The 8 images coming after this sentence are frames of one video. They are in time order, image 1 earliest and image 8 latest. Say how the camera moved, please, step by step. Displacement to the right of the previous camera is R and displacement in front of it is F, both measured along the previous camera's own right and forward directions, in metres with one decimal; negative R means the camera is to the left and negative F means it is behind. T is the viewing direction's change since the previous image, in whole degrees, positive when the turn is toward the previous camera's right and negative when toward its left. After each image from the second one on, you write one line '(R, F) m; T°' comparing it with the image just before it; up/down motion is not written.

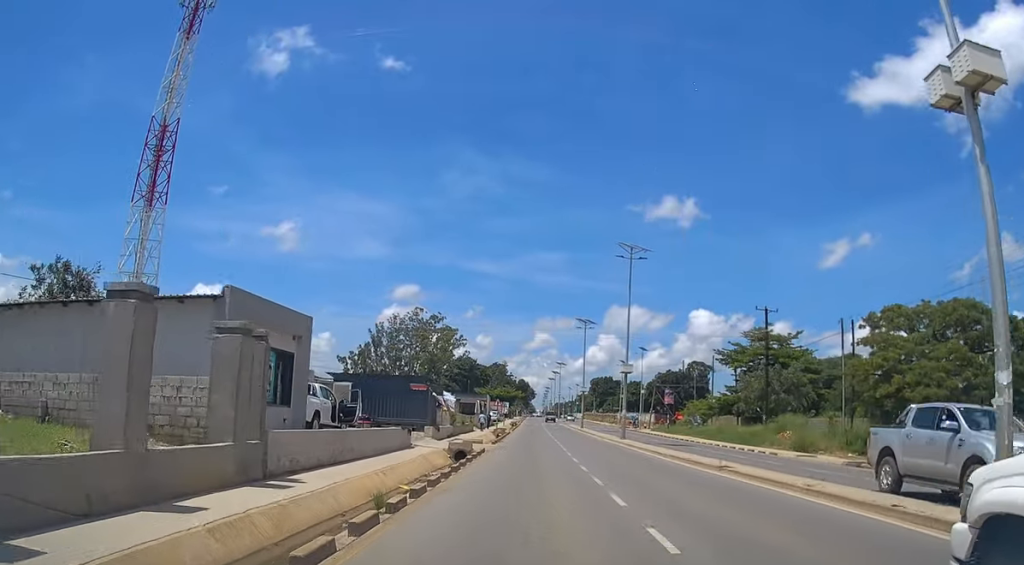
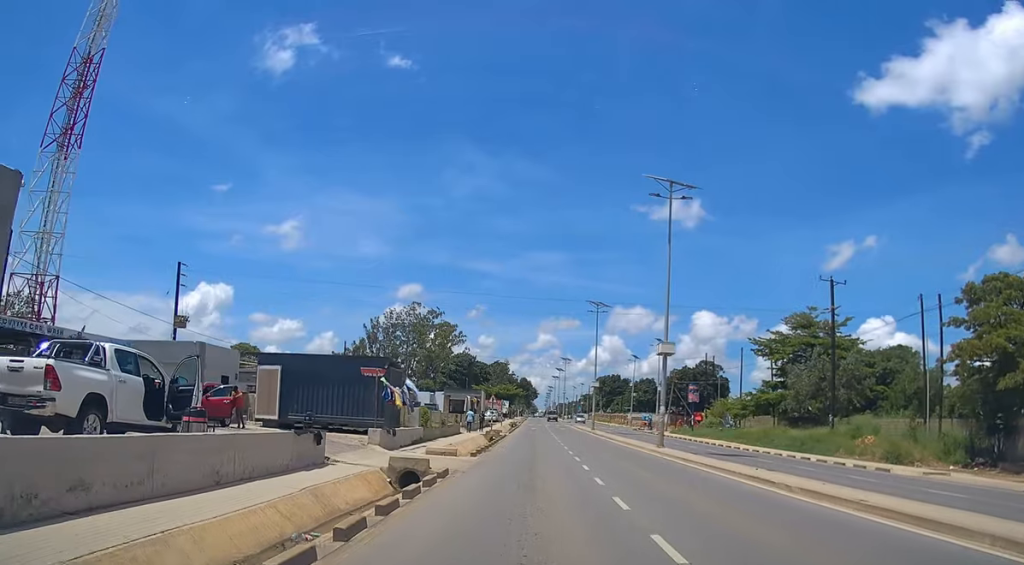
(0.0, +12.7) m; 0°
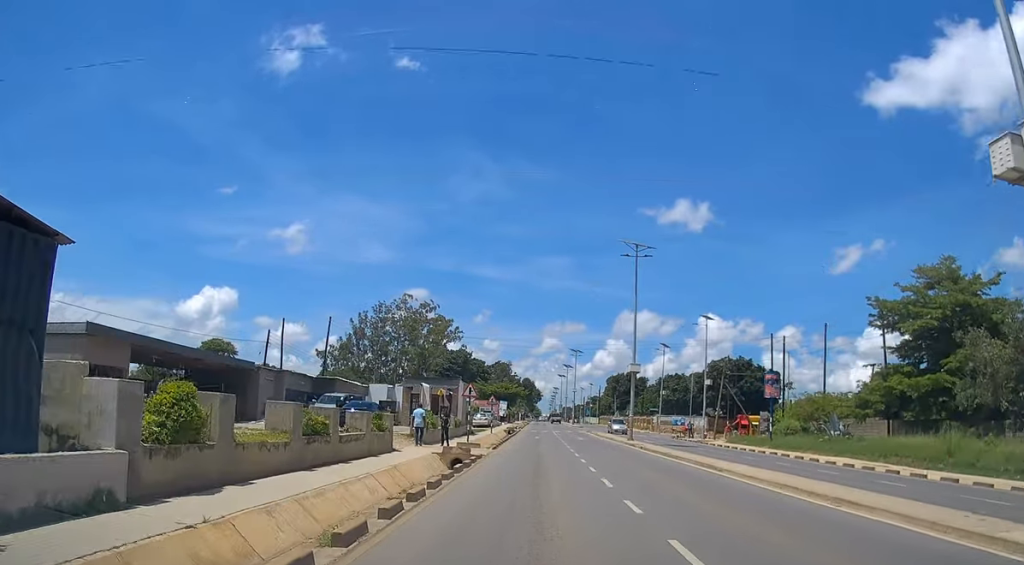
(+0.1, +24.8) m; 0°
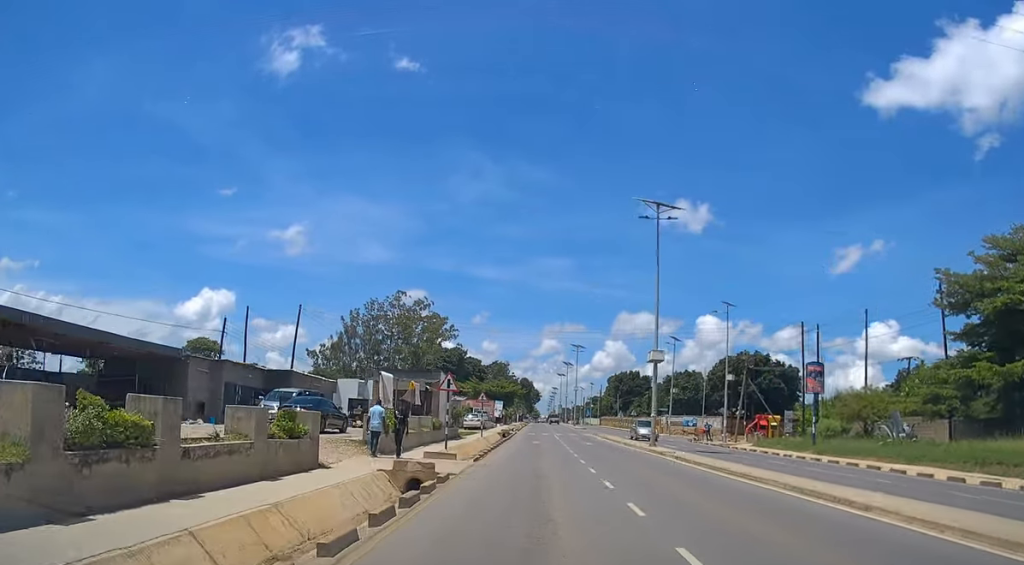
(0.0, +8.6) m; 0°
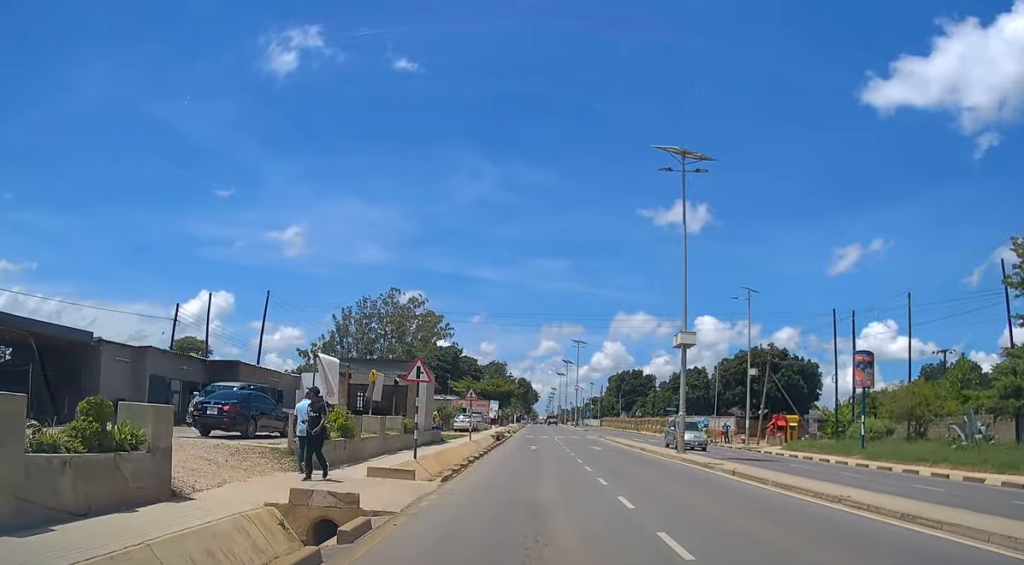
(0.0, +7.1) m; 0°
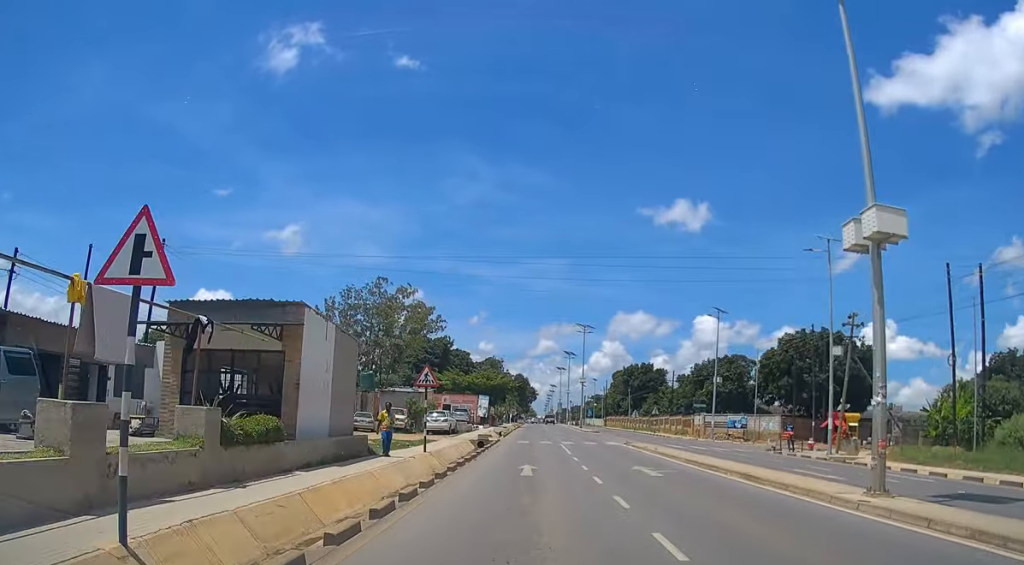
(0.0, +16.2) m; 0°
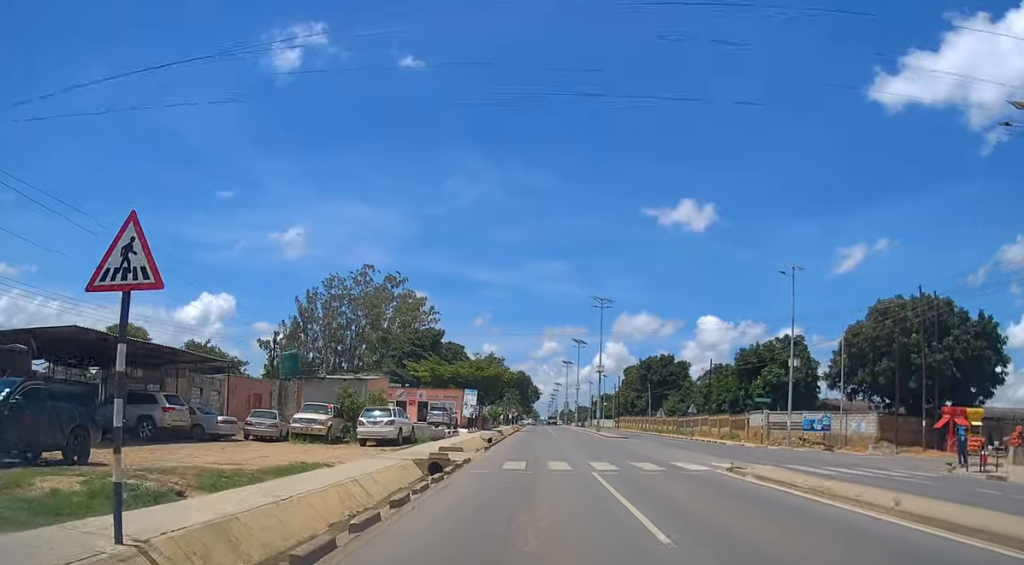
(-0.1, +19.4) m; 0°
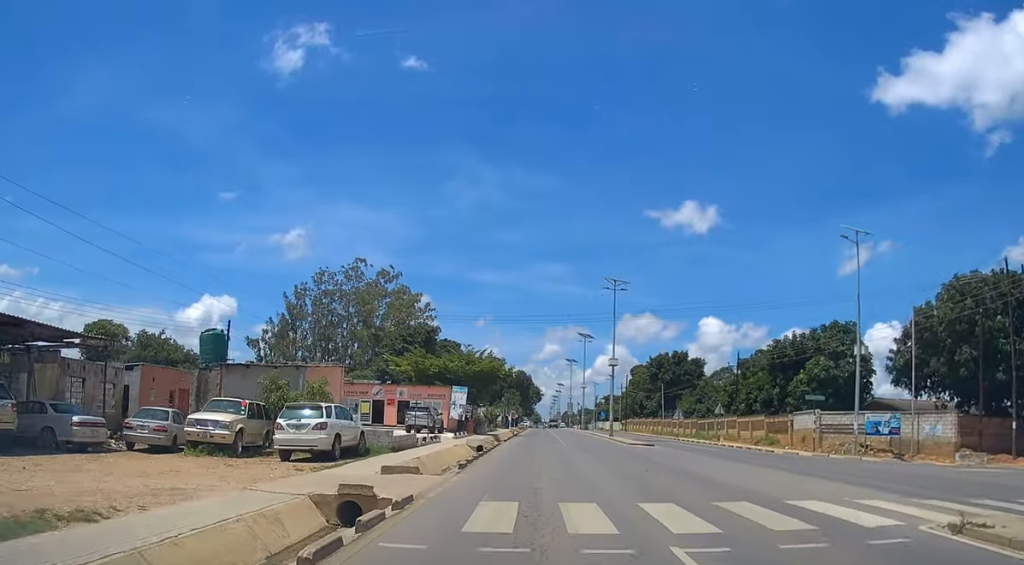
(0.0, +10.0) m; 0°
